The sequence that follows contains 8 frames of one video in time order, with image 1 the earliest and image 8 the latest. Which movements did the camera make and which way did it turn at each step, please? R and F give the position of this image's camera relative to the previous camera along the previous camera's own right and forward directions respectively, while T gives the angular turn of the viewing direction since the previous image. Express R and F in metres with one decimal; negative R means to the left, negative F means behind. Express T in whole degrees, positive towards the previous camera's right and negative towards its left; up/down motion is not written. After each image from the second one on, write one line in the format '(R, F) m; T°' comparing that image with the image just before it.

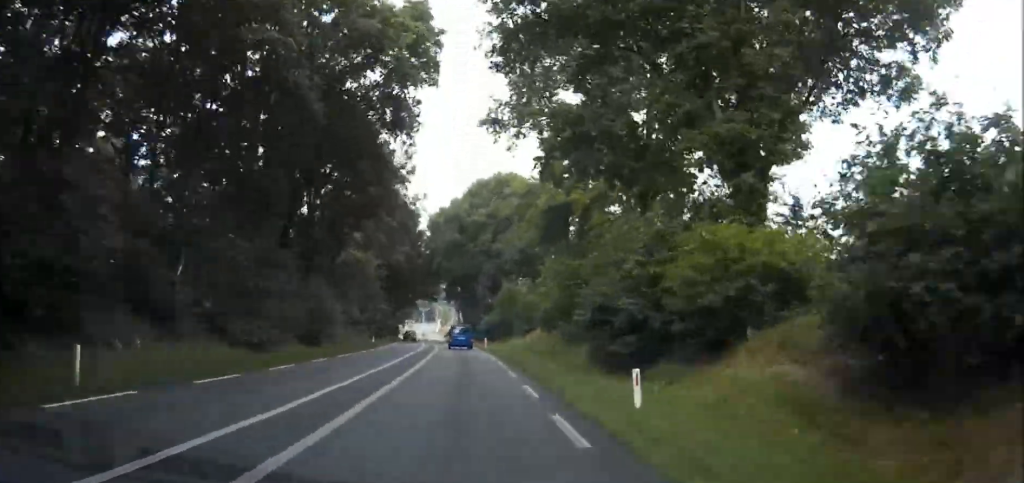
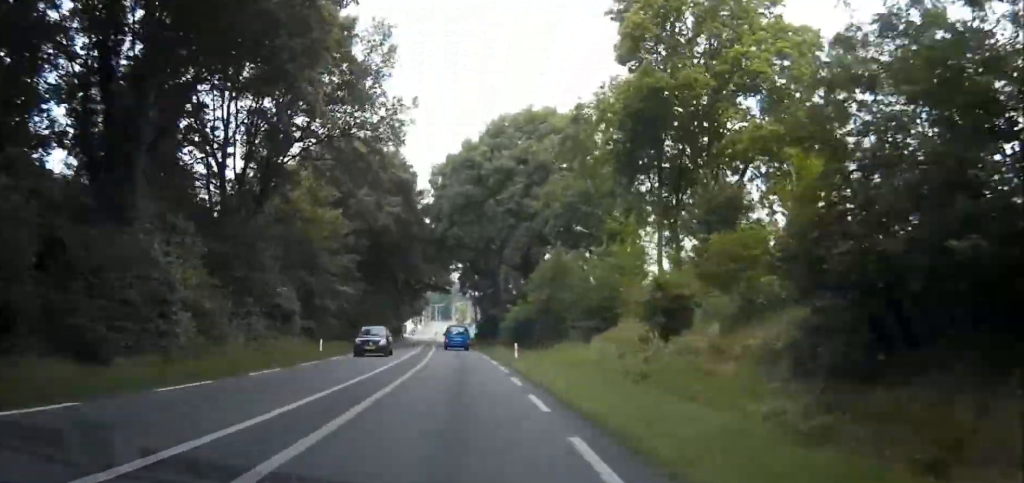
(-0.9, +26.3) m; -2°
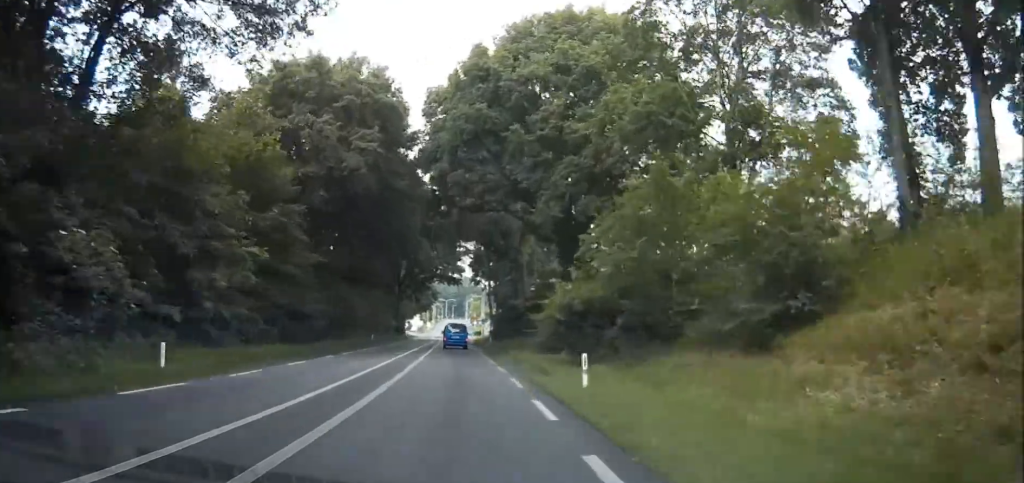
(0.0, +20.0) m; -1°
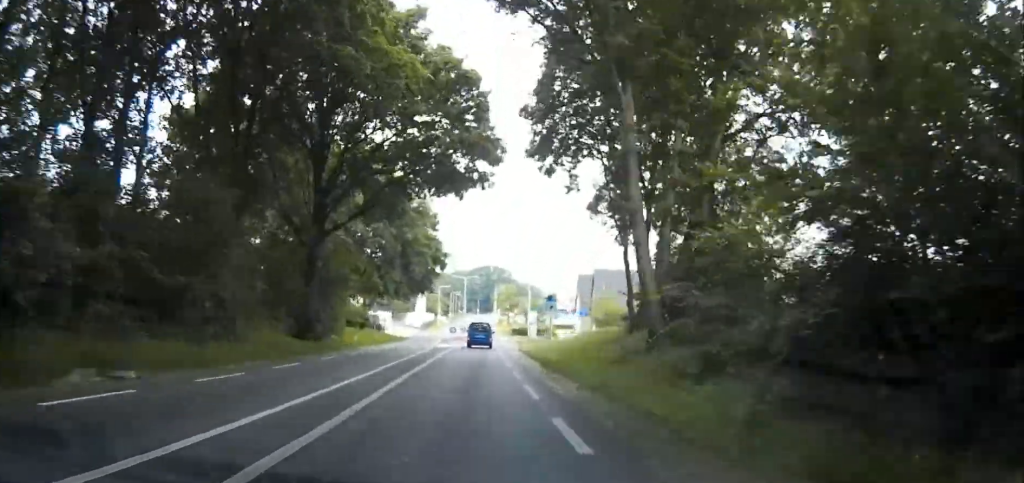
(-1.3, +71.0) m; -2°
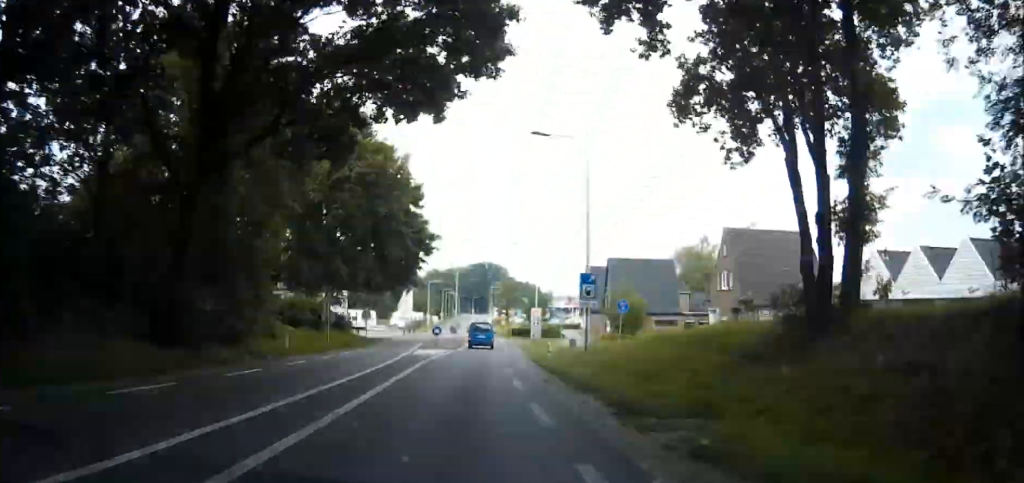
(0.0, +16.2) m; 0°
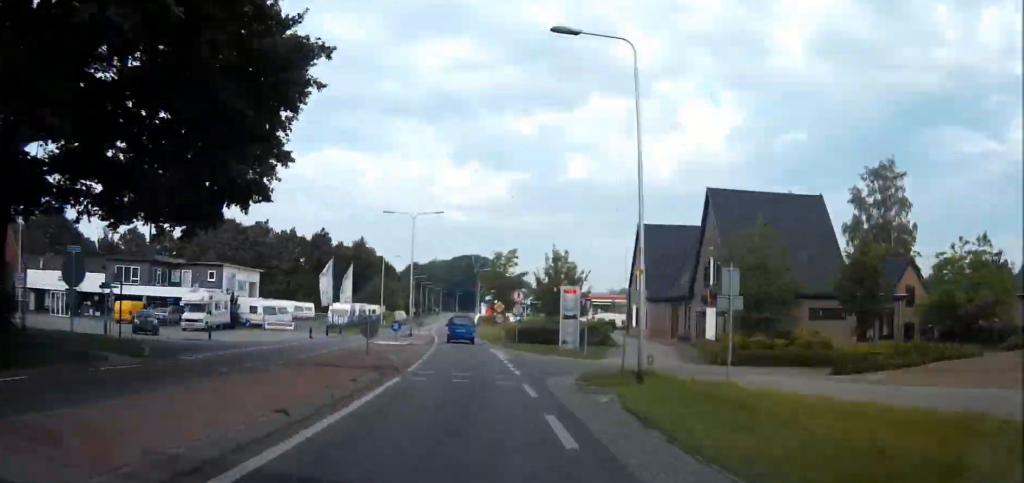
(-0.1, +45.5) m; -1°
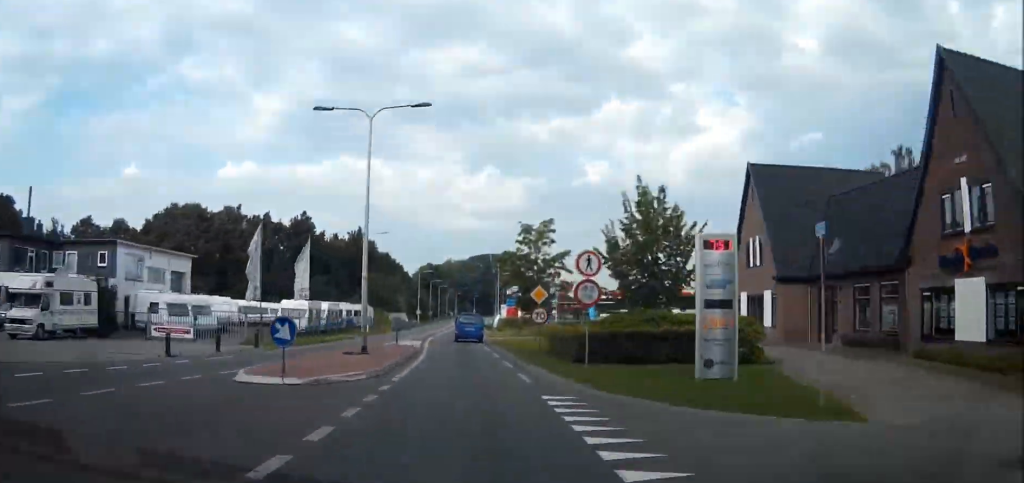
(-0.3, +25.0) m; -1°
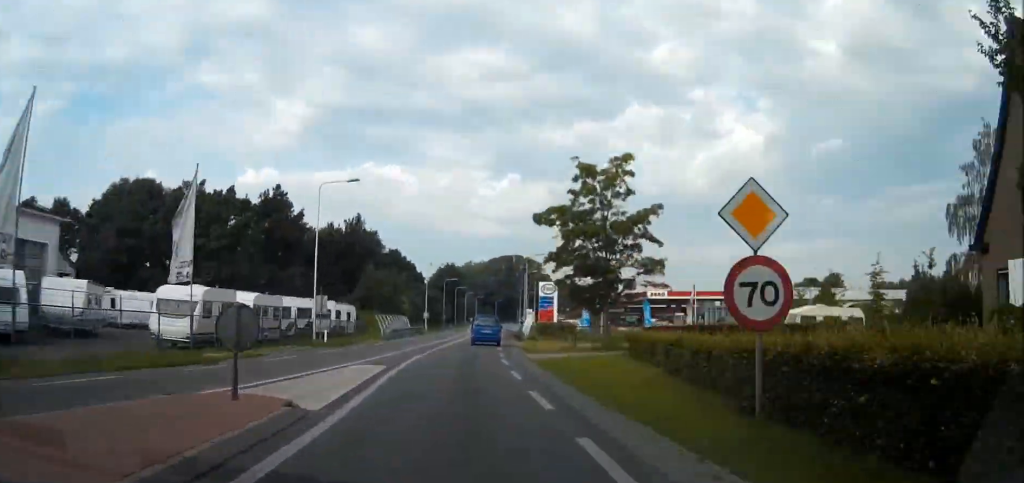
(-0.2, +23.5) m; 0°
